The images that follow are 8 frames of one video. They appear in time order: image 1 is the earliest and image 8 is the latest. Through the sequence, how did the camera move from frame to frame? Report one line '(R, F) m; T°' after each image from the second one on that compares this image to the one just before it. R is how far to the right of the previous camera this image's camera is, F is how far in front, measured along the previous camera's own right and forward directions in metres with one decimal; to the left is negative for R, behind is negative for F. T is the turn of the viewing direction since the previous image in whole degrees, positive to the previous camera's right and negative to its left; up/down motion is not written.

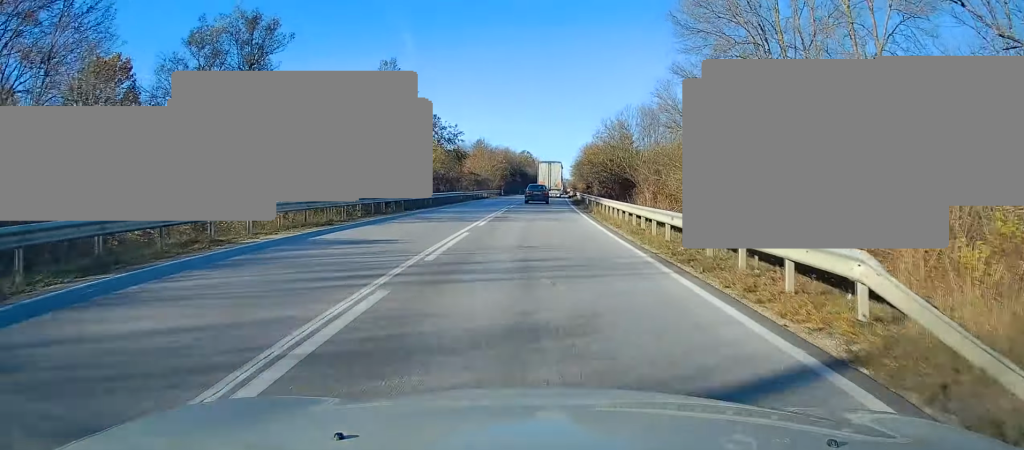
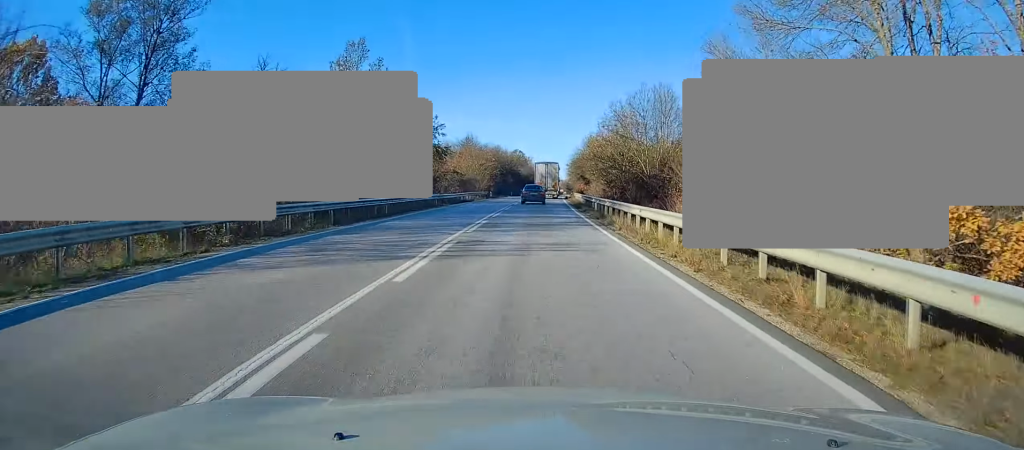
(+0.2, +11.0) m; +1°
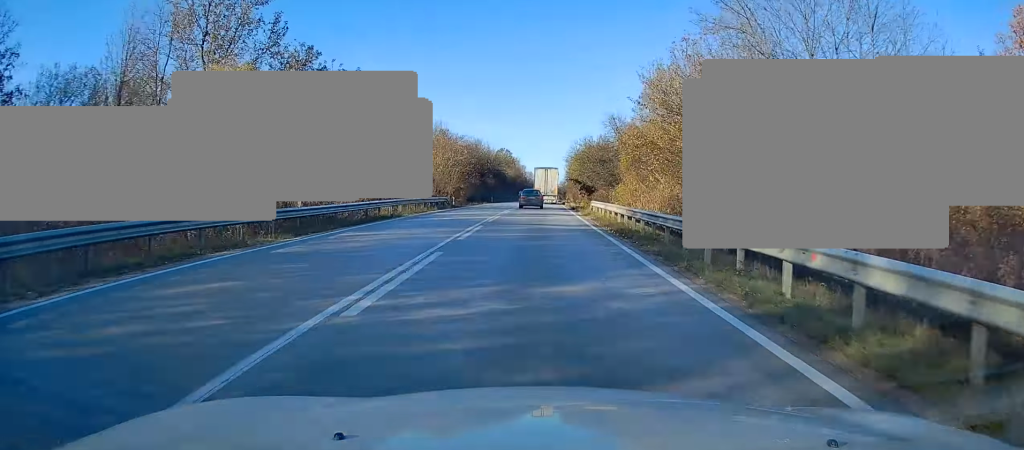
(+0.3, +29.2) m; +2°
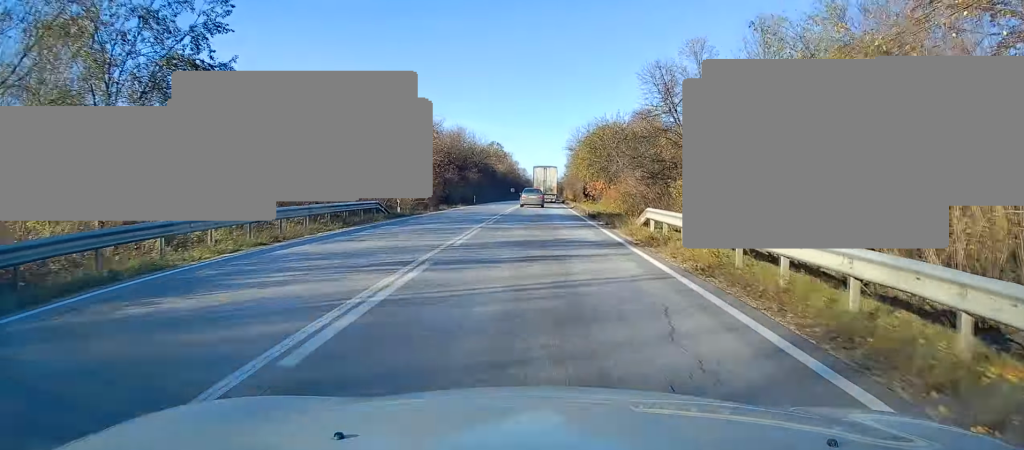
(+0.3, +19.8) m; +1°
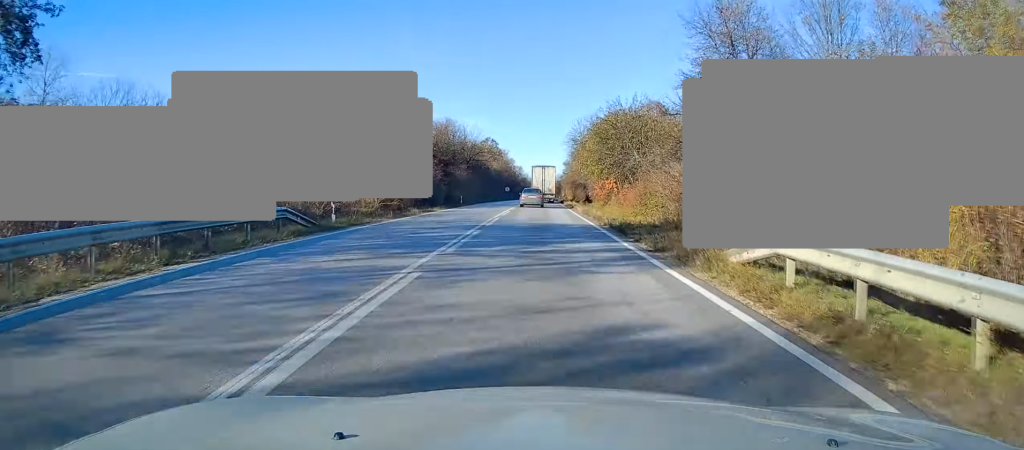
(+0.1, +10.3) m; 0°
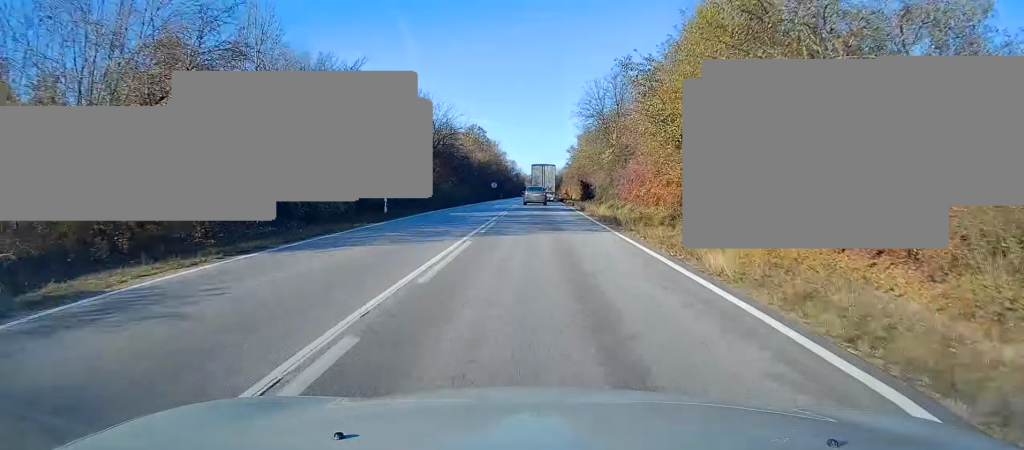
(-0.1, +30.8) m; 0°
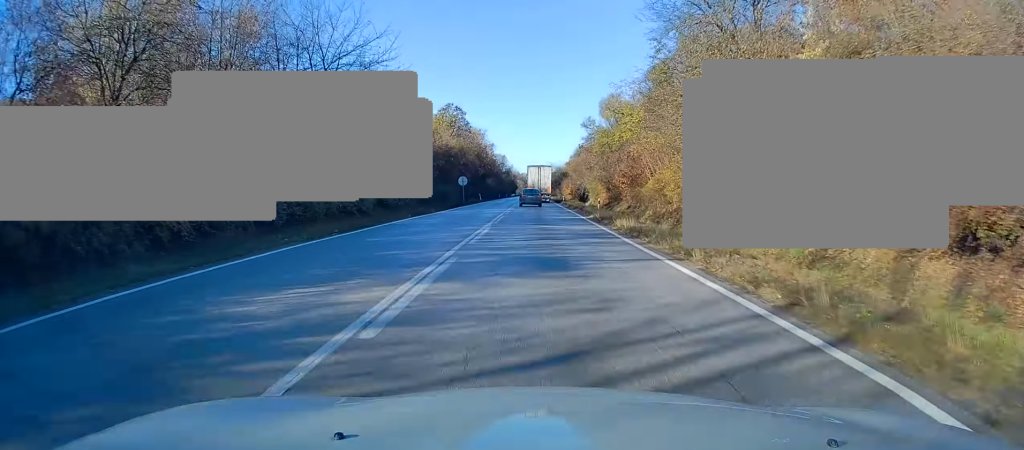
(0.0, +38.7) m; 0°
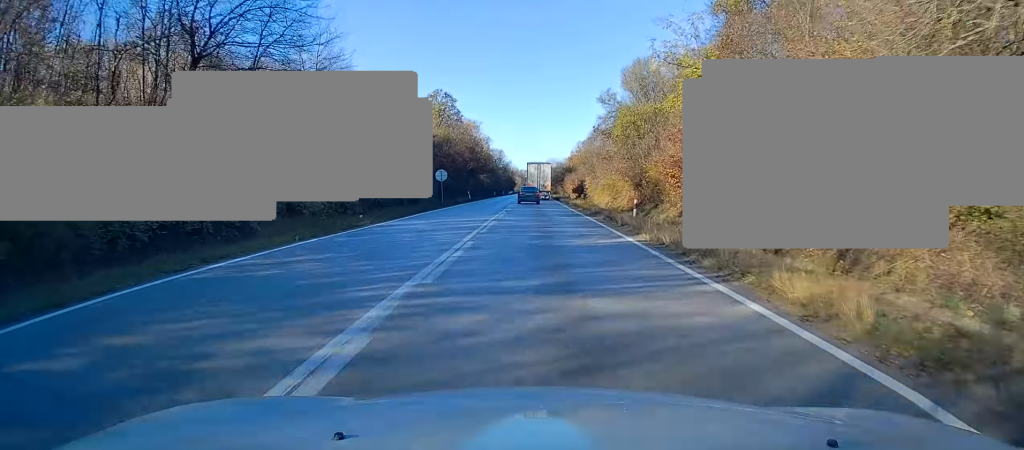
(0.0, +15.1) m; +1°
